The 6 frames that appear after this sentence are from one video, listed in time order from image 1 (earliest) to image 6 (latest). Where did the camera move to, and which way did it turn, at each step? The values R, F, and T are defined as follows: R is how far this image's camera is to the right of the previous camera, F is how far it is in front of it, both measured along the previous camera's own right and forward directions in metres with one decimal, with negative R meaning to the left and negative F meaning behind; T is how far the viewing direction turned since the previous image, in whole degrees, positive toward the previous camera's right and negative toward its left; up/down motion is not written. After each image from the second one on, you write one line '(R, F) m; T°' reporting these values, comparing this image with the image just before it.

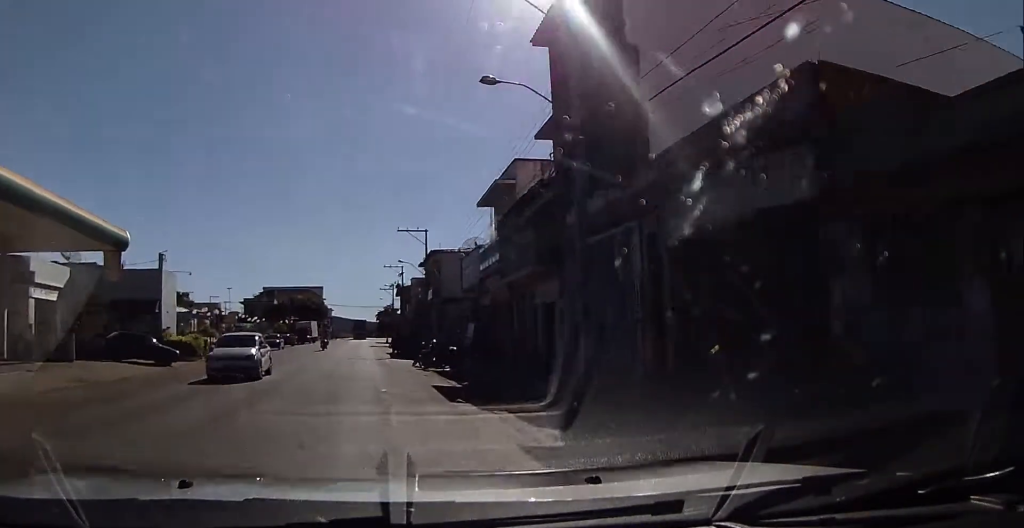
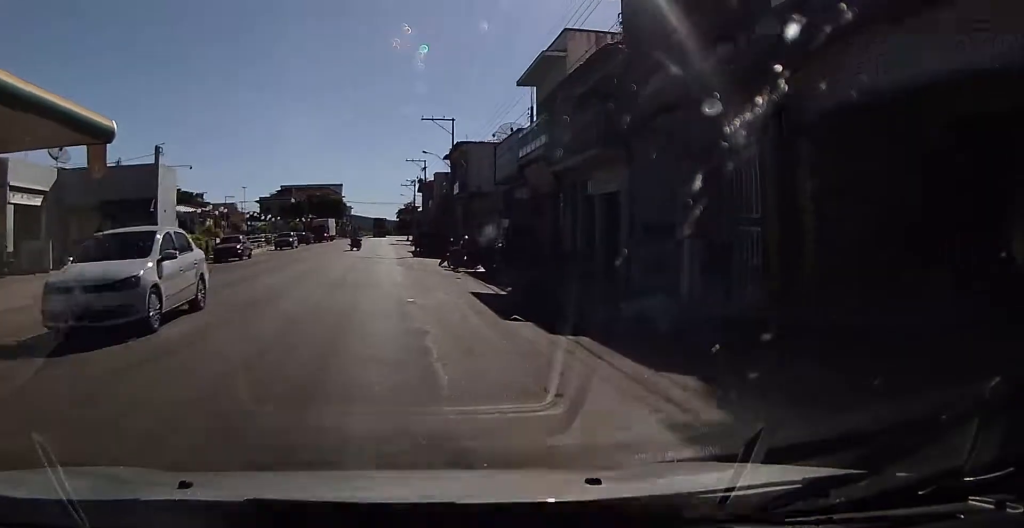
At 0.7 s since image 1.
(-0.1, +5.6) m; 0°
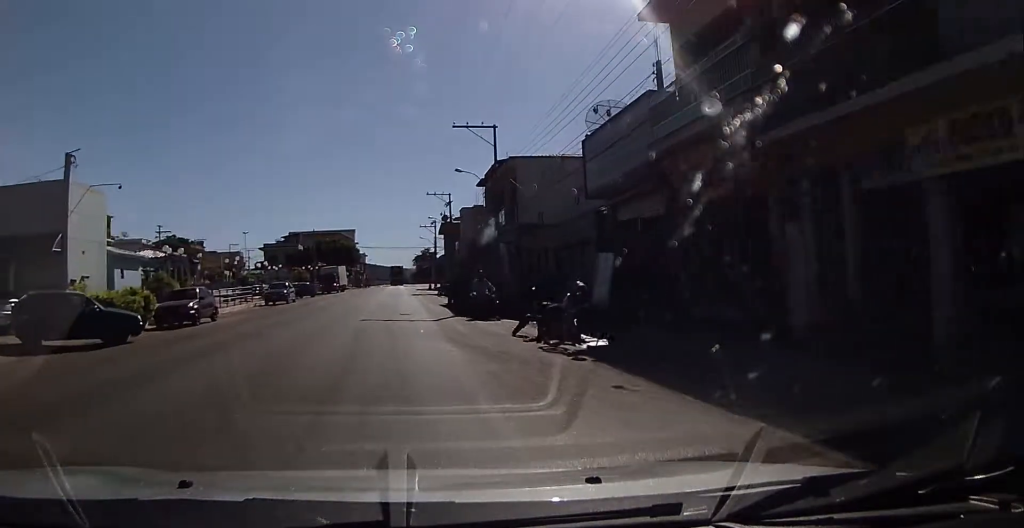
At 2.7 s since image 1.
(+0.4, +11.2) m; +2°
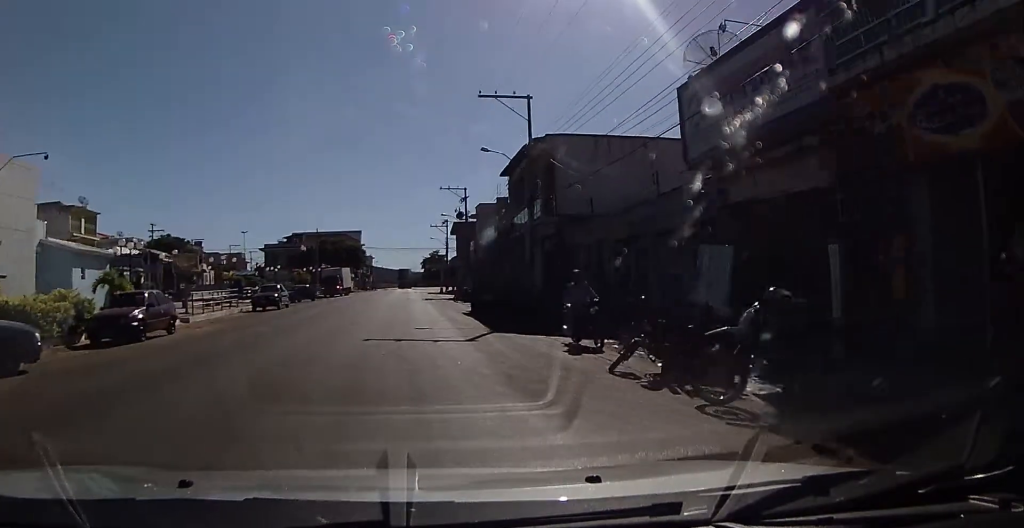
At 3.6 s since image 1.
(-0.1, +5.0) m; -2°
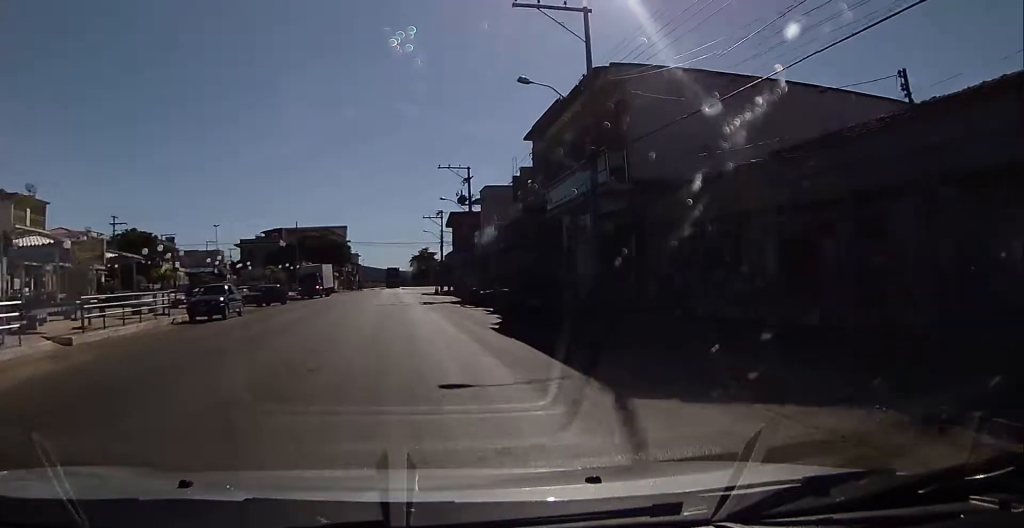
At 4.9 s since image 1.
(-0.2, +8.7) m; -2°
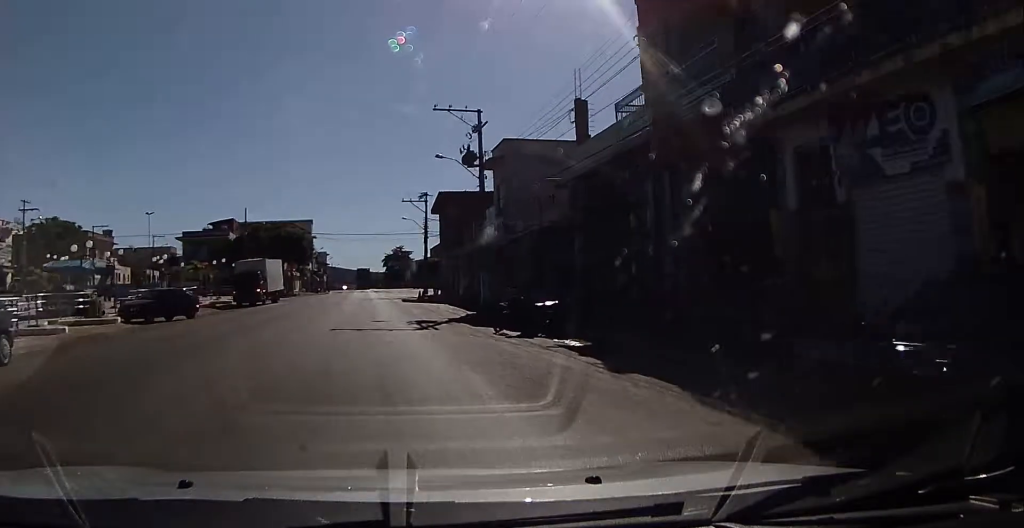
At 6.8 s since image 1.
(-0.2, +15.3) m; -1°
